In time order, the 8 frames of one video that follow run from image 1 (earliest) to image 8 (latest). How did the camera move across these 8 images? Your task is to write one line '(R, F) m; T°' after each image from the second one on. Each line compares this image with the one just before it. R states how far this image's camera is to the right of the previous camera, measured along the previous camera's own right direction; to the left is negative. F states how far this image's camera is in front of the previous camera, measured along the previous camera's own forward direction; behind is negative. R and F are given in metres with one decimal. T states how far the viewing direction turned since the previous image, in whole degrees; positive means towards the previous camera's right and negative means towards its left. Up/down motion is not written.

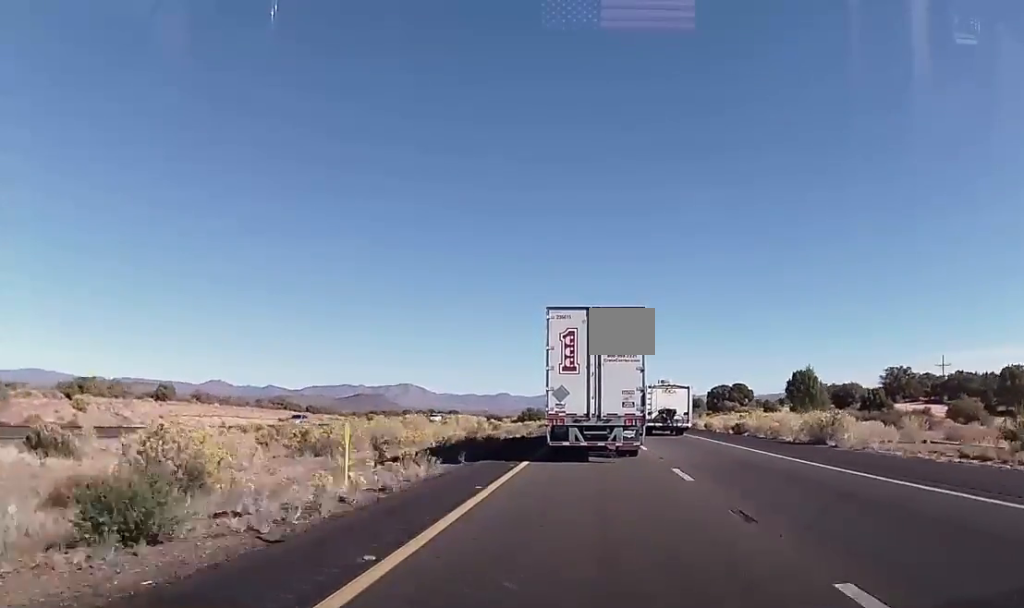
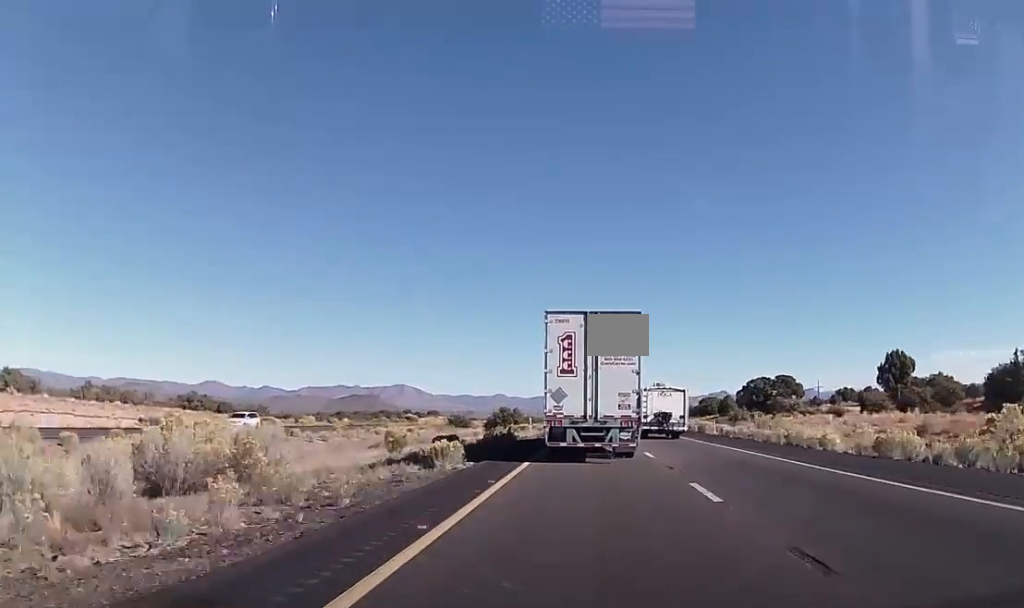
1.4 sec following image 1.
(+0.6, +40.3) m; +1°
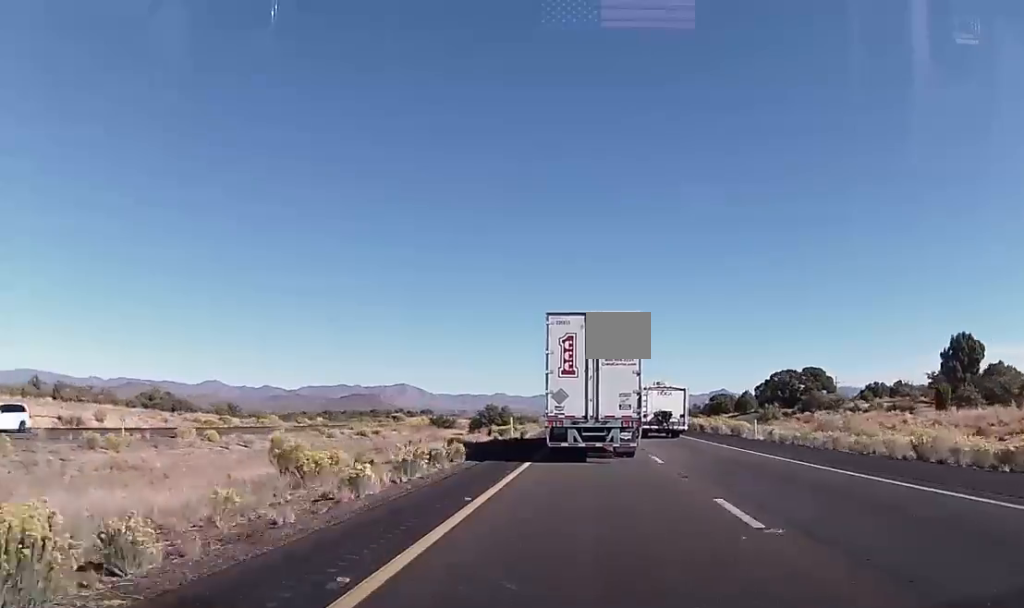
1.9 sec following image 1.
(0.0, +15.3) m; 0°
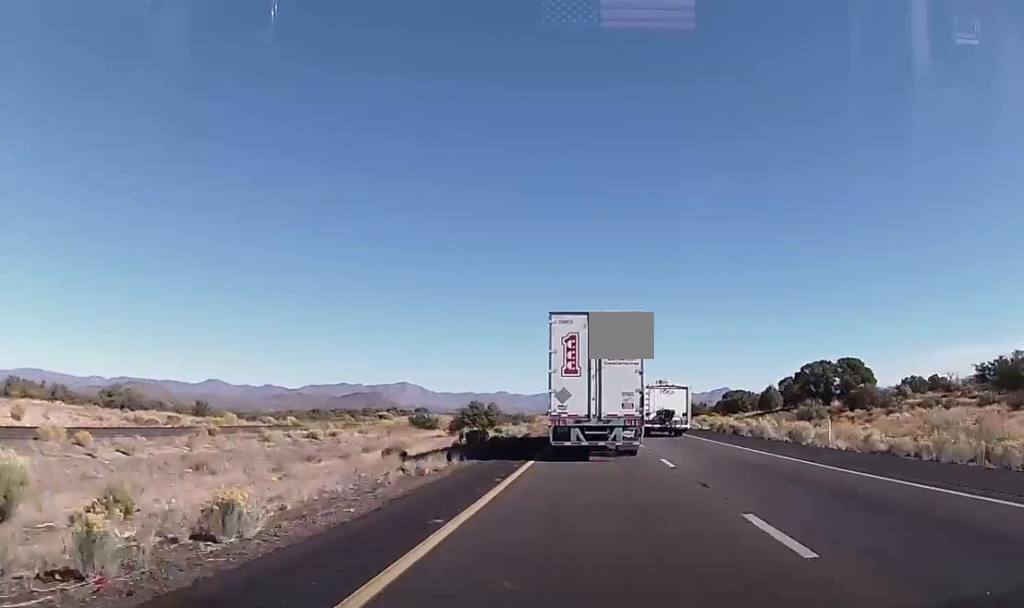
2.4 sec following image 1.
(0.0, +14.4) m; 0°
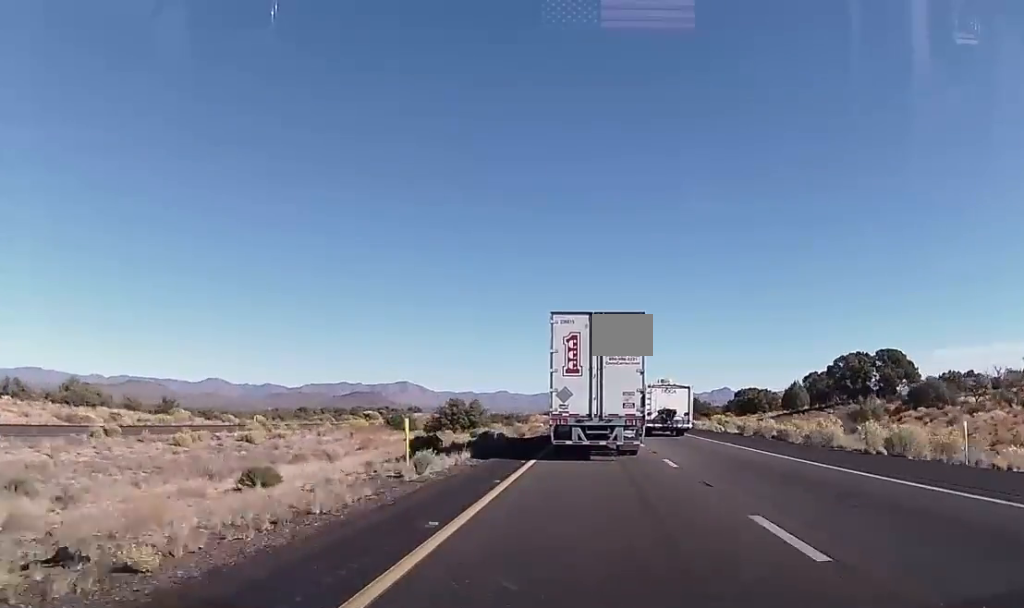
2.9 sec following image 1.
(0.0, +12.5) m; 0°
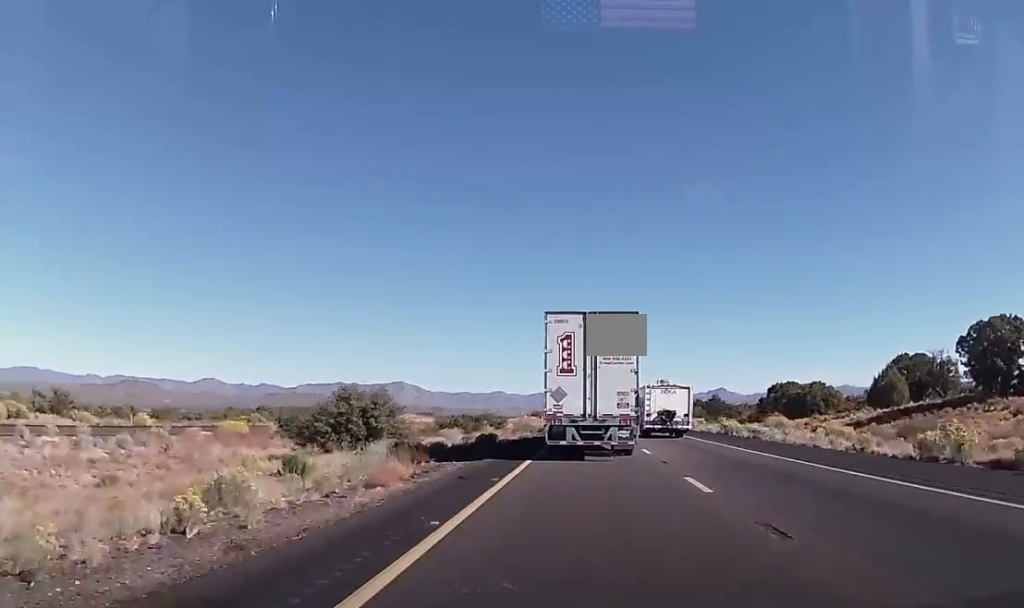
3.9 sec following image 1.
(0.0, +29.8) m; 0°
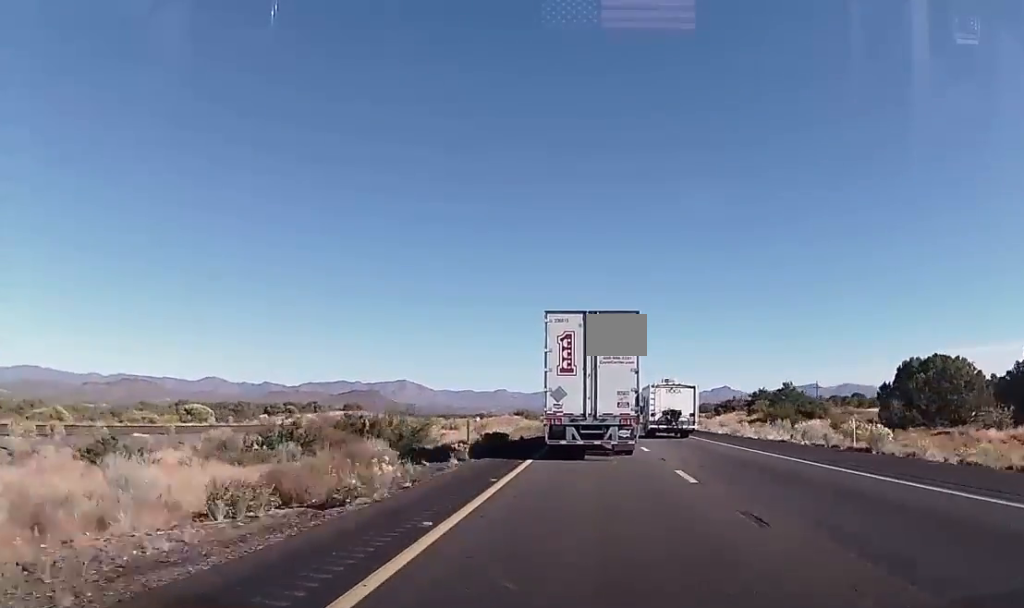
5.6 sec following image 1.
(-0.1, +48.4) m; -1°
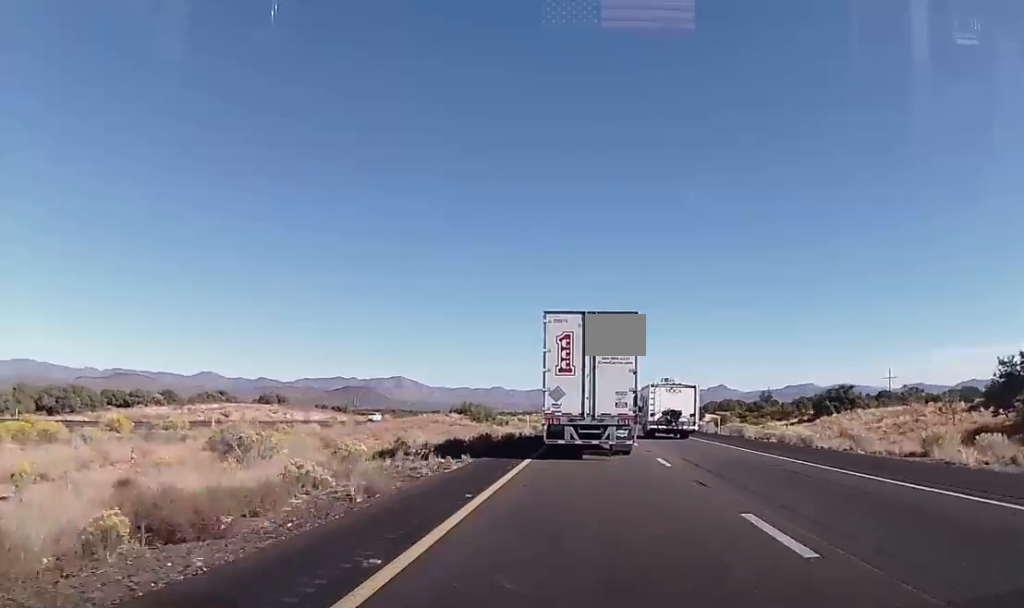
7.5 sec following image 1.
(-0.6, +57.0) m; 0°
